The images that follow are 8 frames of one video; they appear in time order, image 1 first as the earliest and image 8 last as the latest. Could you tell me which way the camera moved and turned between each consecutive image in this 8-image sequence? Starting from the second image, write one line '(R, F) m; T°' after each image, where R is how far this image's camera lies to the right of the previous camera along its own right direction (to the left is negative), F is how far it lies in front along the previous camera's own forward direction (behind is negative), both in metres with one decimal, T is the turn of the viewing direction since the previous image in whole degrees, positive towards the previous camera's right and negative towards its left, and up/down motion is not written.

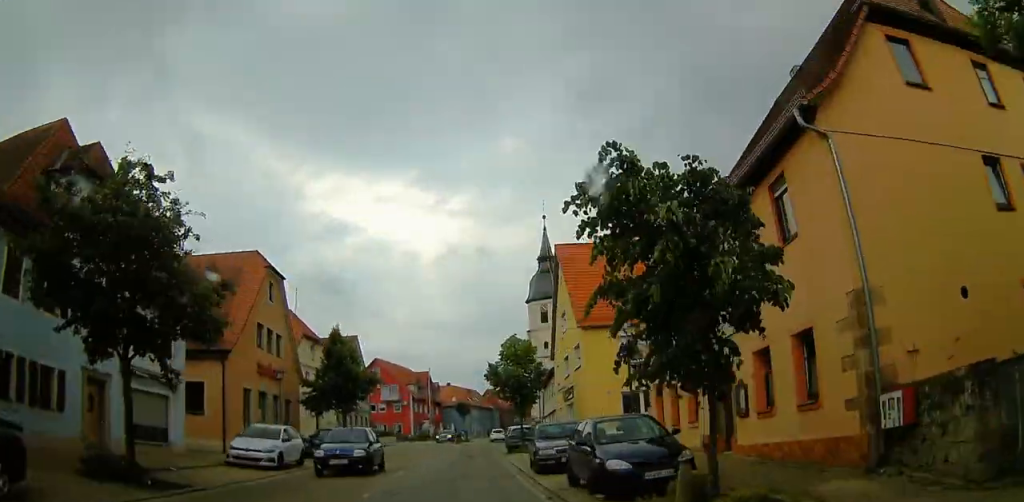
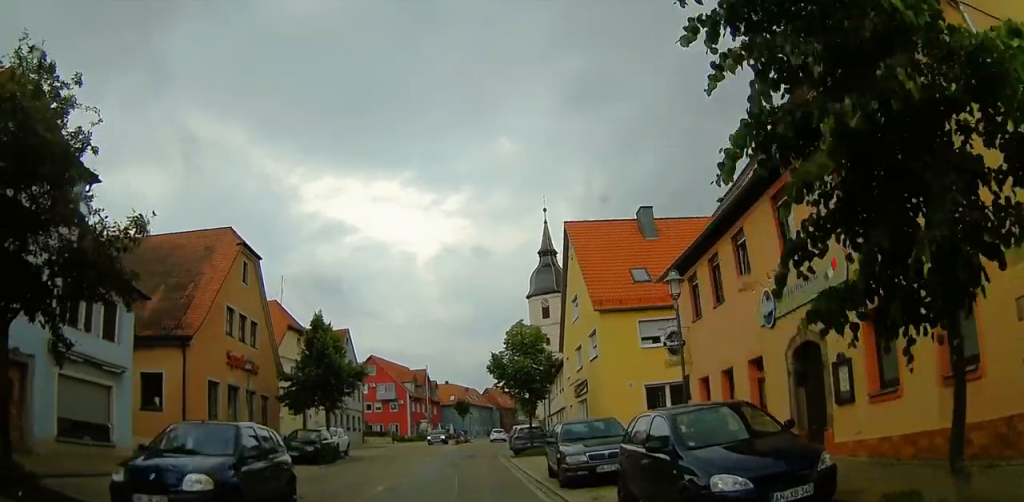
(0.0, +4.1) m; 0°
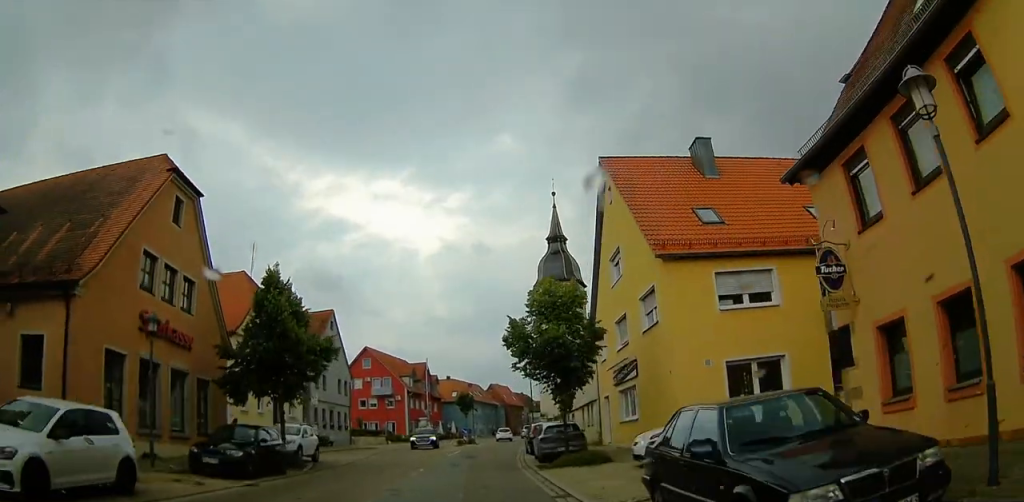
(+0.1, +8.6) m; +2°
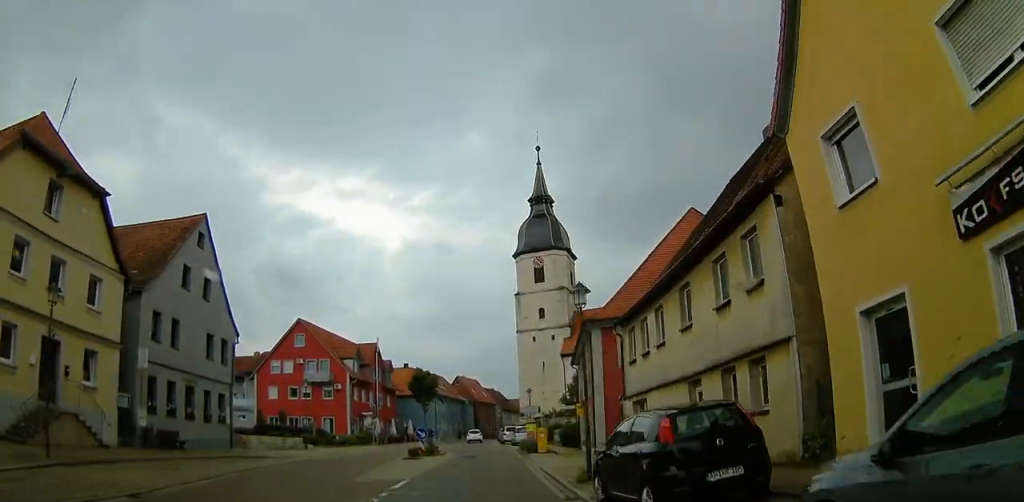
(+0.7, +24.4) m; +2°
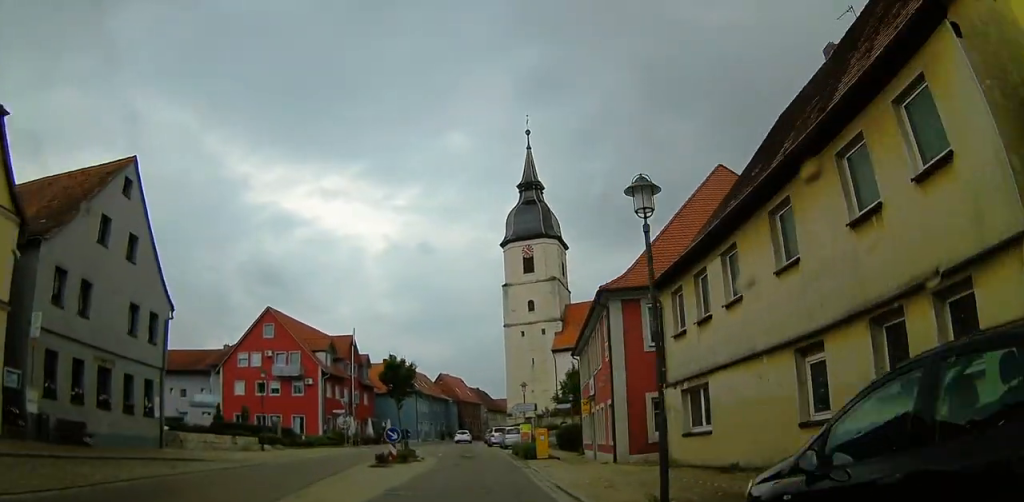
(+0.2, +6.5) m; +1°
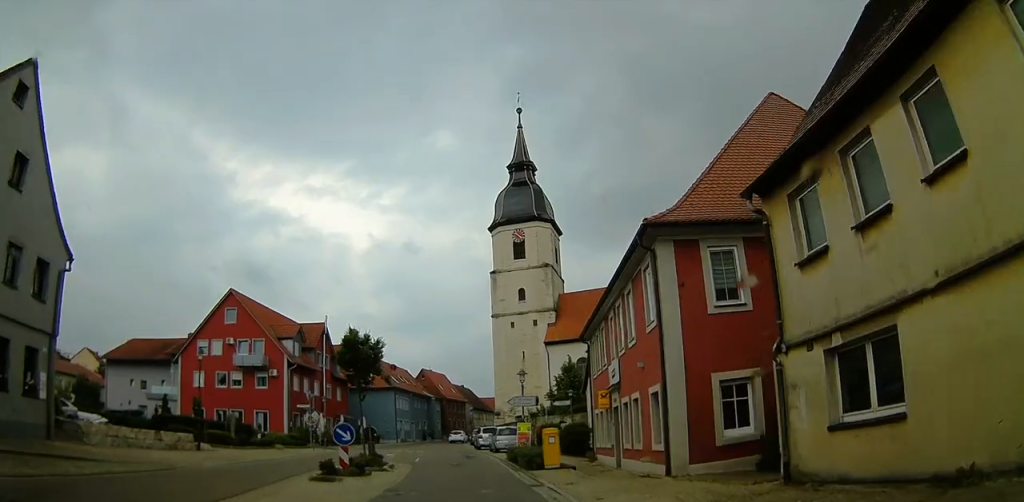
(+0.1, +7.2) m; 0°
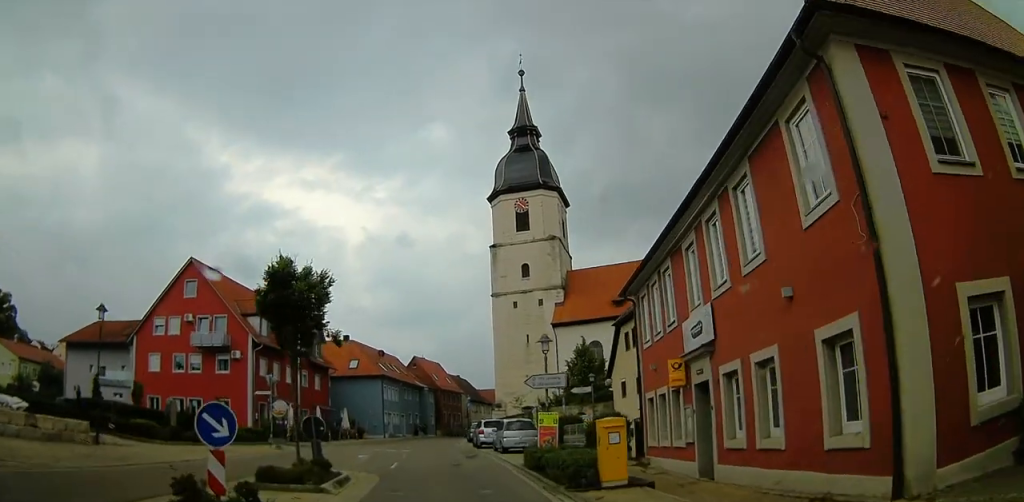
(0.0, +8.8) m; 0°
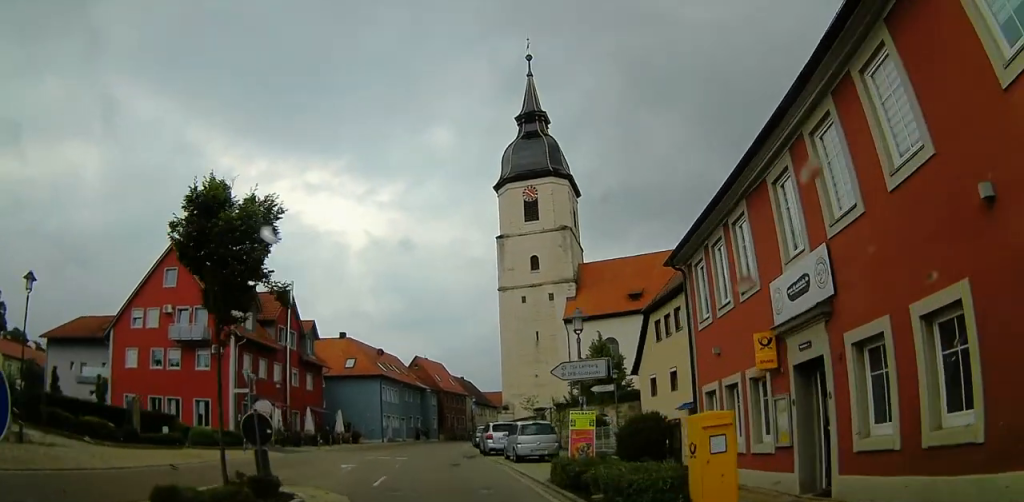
(0.0, +5.0) m; 0°
